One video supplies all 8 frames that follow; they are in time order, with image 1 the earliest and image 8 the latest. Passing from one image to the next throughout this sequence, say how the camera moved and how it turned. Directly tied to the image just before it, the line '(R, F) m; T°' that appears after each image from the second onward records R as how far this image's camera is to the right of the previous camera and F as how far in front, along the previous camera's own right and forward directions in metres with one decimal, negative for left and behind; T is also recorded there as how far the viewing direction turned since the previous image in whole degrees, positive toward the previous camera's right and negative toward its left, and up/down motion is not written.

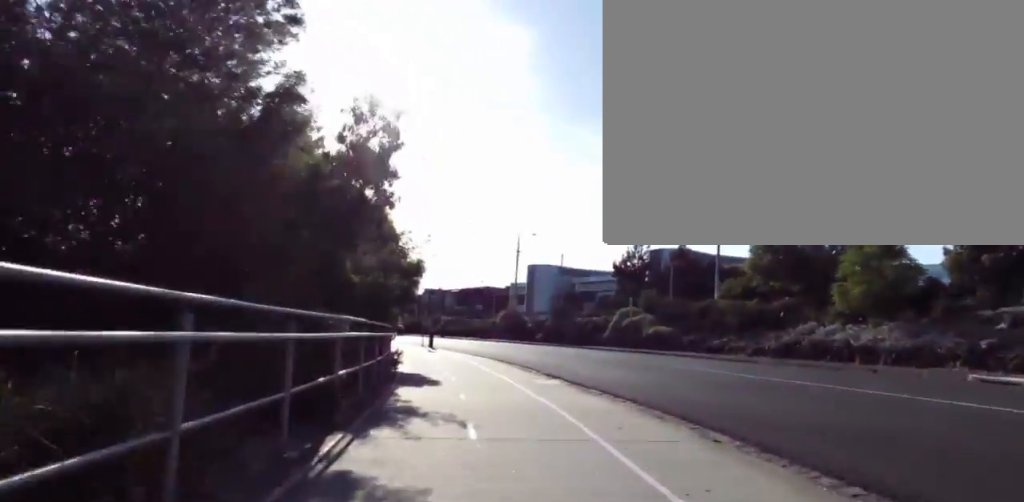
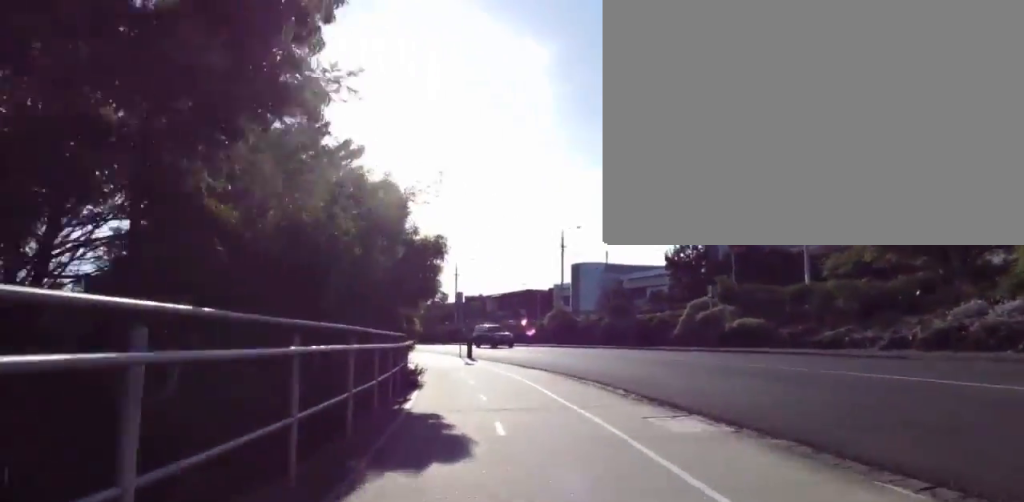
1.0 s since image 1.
(-1.3, +7.3) m; -11°
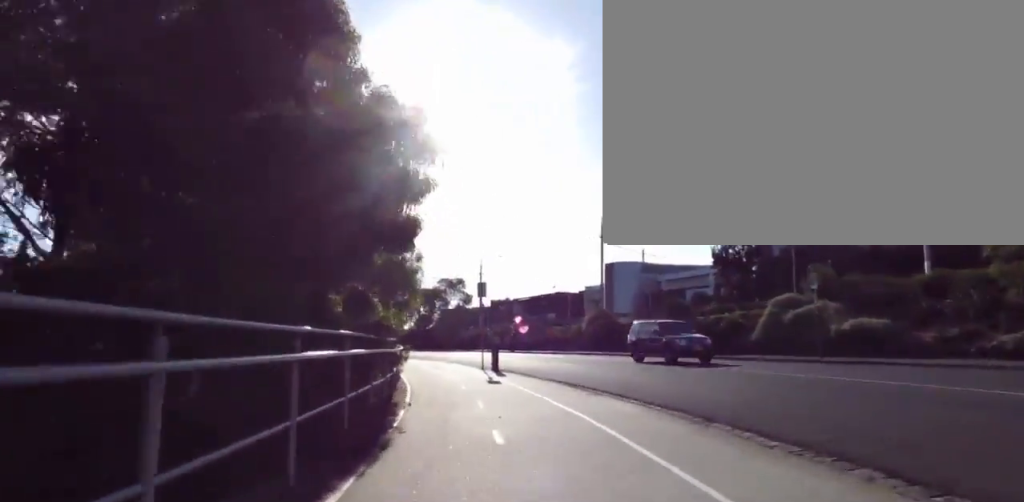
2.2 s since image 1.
(0.0, +7.3) m; 0°
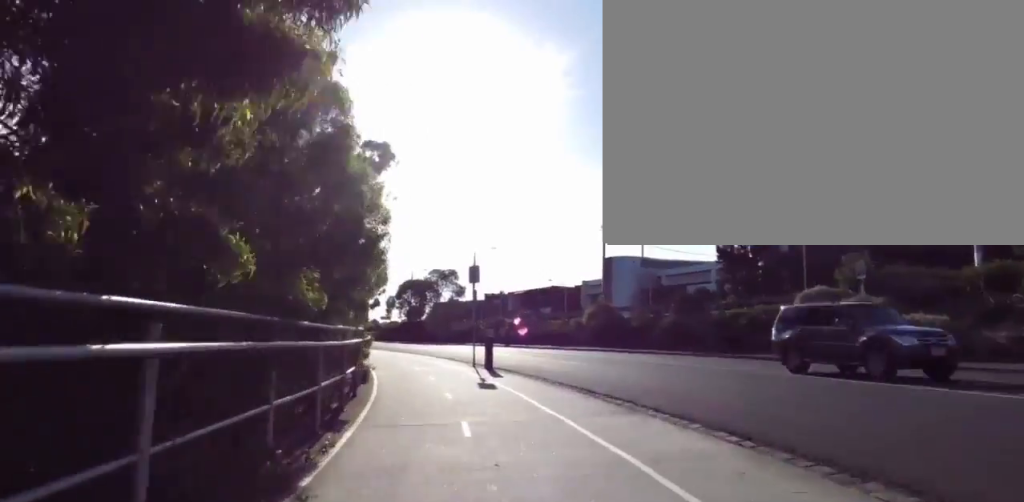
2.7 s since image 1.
(0.0, +3.1) m; 0°
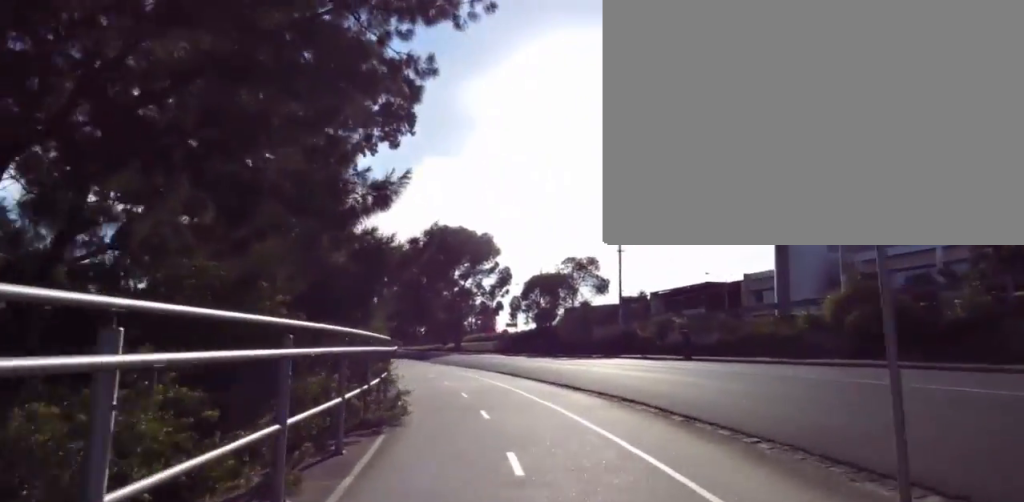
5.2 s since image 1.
(-0.1, +16.8) m; -5°
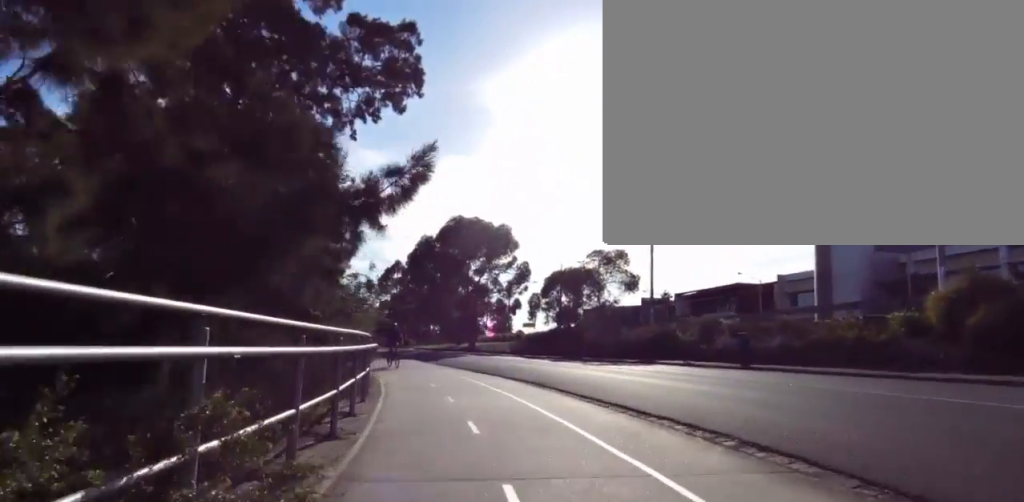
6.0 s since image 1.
(-0.1, +5.8) m; -9°
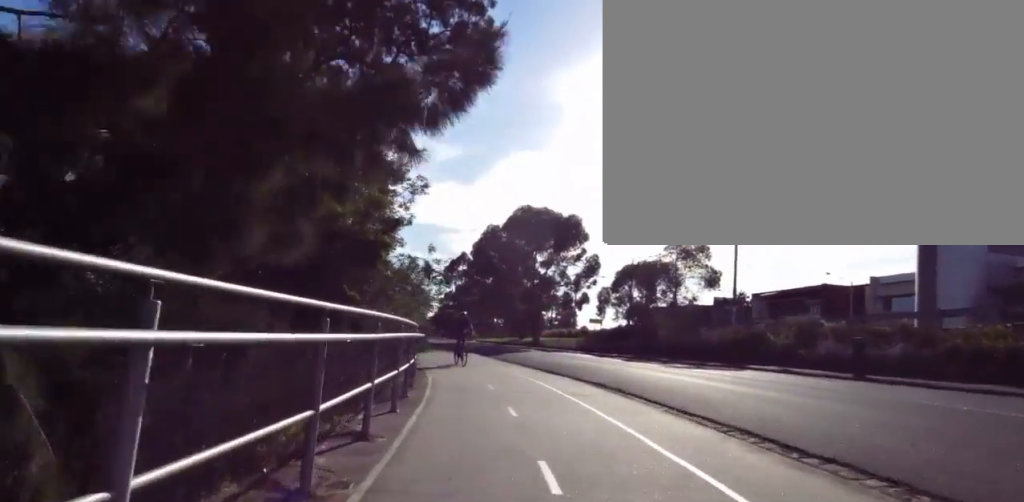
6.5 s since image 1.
(-0.5, +3.5) m; -4°
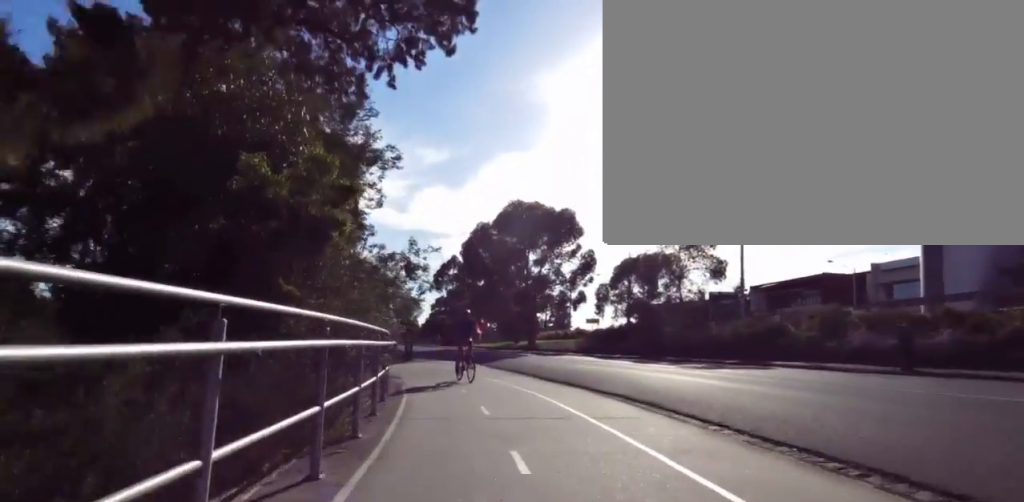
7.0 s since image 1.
(-0.3, +3.8) m; -3°
